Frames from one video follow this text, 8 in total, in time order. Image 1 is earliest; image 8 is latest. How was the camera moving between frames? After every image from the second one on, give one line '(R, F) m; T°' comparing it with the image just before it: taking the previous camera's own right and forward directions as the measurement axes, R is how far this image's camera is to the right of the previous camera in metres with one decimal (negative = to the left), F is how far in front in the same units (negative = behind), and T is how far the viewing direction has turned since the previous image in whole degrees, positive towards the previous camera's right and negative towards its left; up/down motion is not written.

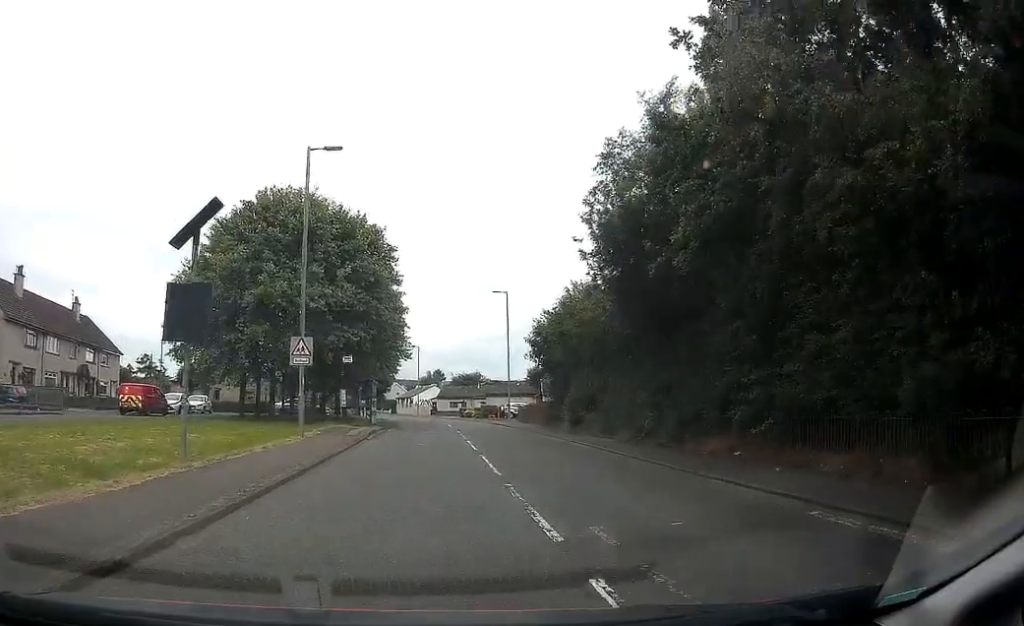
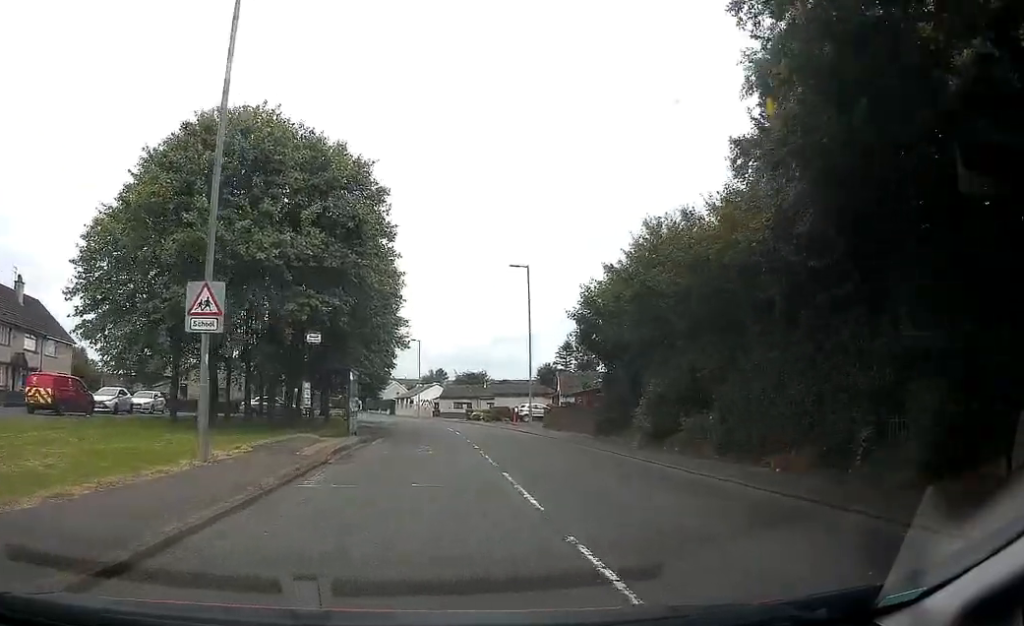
(+0.4, +12.3) m; +1°
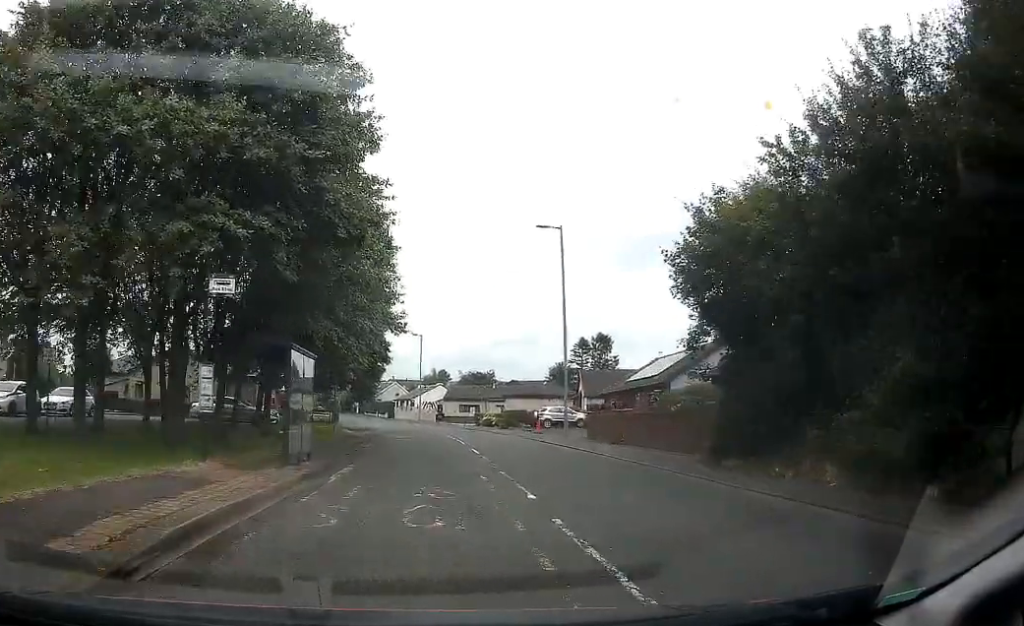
(0.0, +12.0) m; -1°
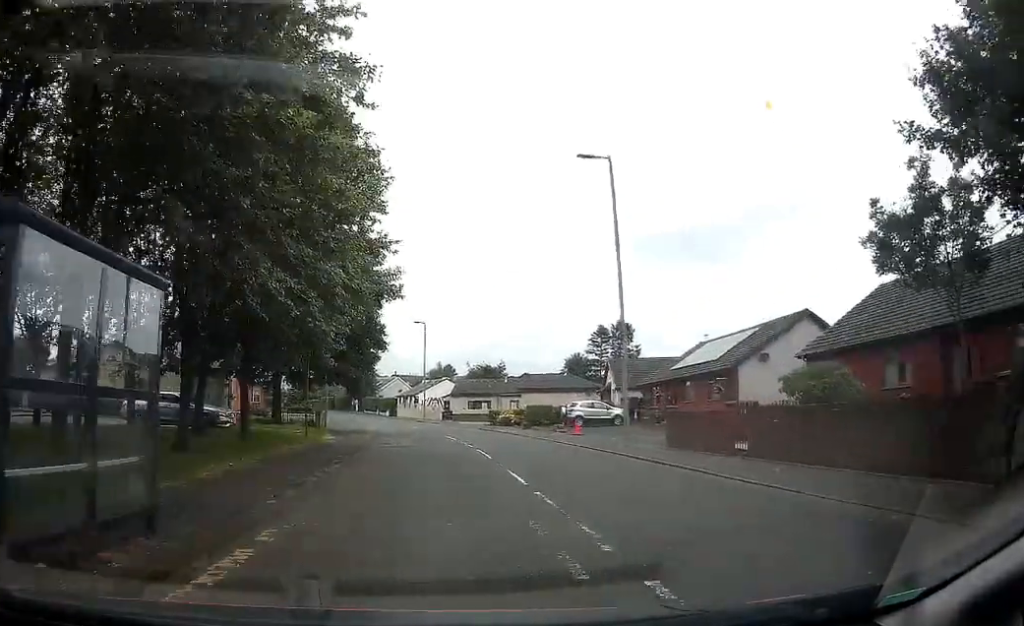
(-0.1, +10.2) m; -1°
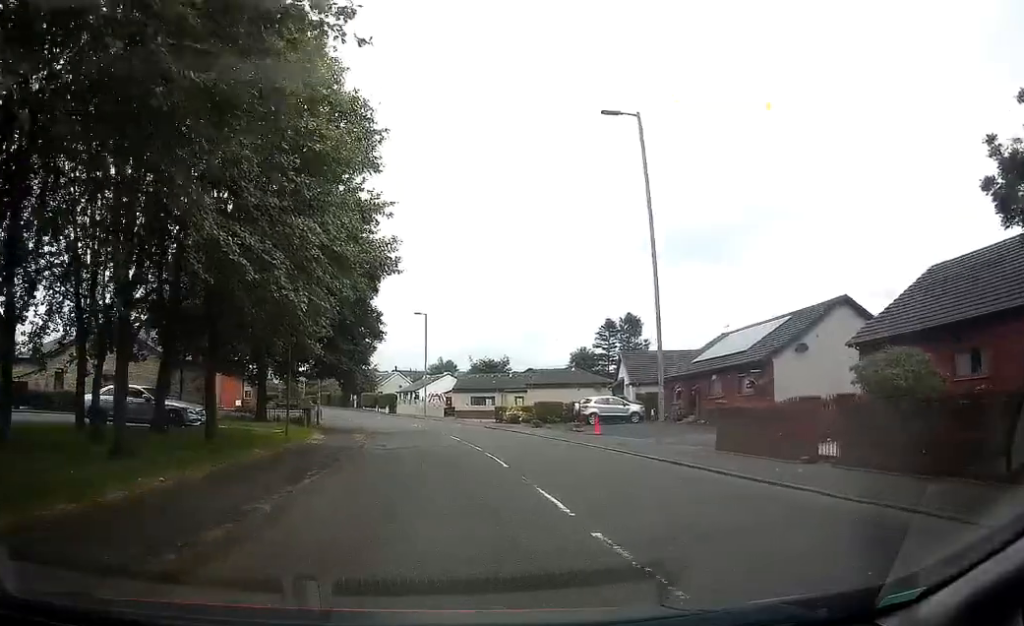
(-0.1, +4.0) m; 0°
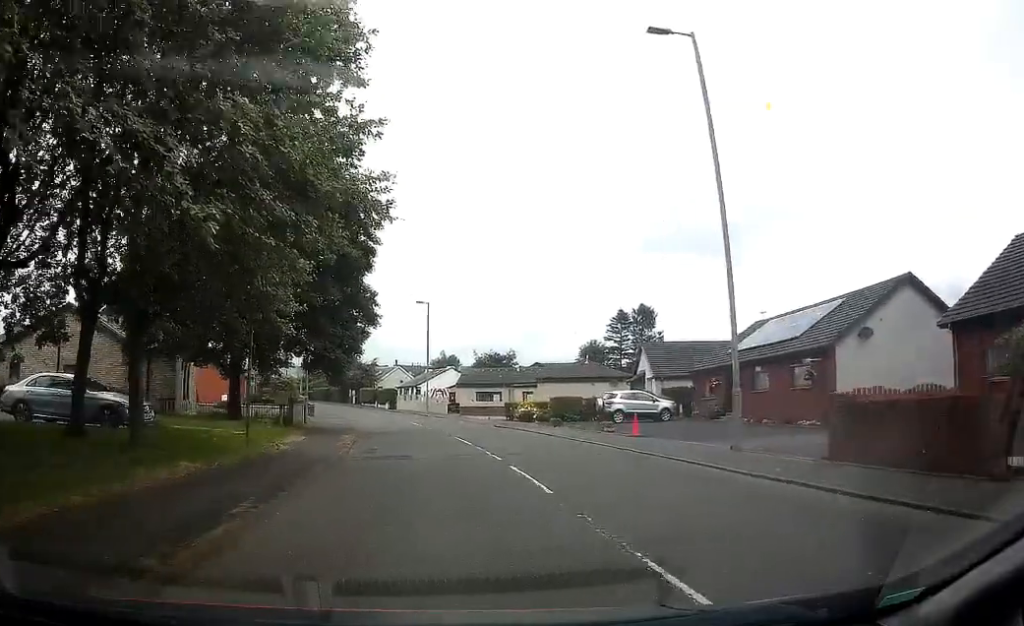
(0.0, +5.4) m; +1°
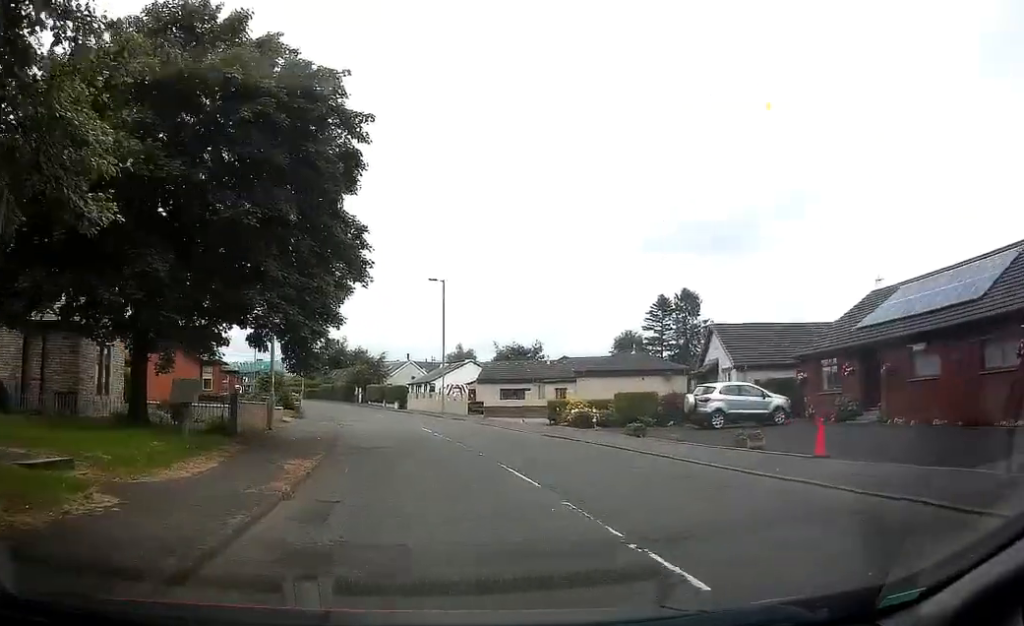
(+0.5, +11.5) m; +5°
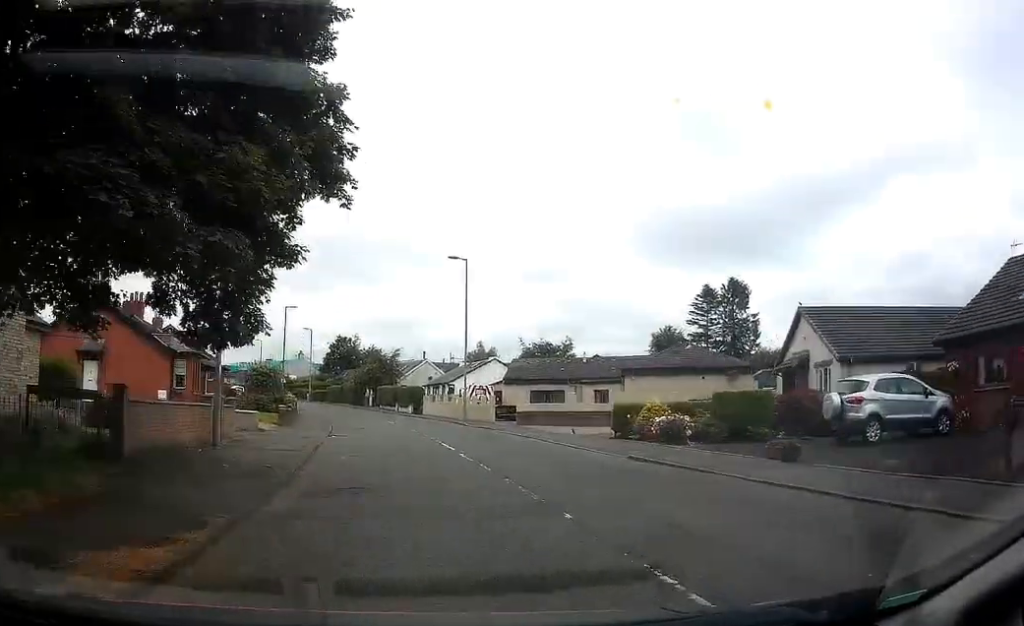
(+0.4, +9.3) m; +1°
